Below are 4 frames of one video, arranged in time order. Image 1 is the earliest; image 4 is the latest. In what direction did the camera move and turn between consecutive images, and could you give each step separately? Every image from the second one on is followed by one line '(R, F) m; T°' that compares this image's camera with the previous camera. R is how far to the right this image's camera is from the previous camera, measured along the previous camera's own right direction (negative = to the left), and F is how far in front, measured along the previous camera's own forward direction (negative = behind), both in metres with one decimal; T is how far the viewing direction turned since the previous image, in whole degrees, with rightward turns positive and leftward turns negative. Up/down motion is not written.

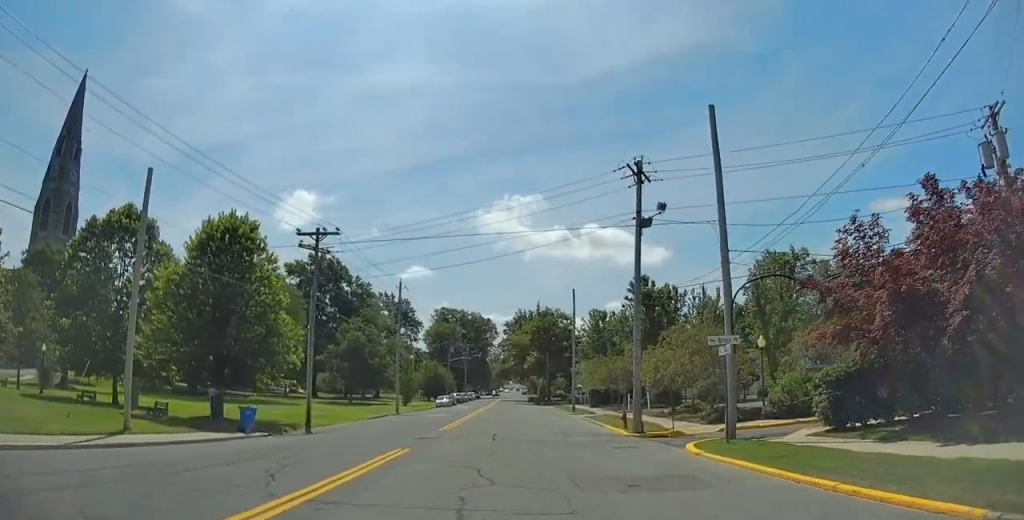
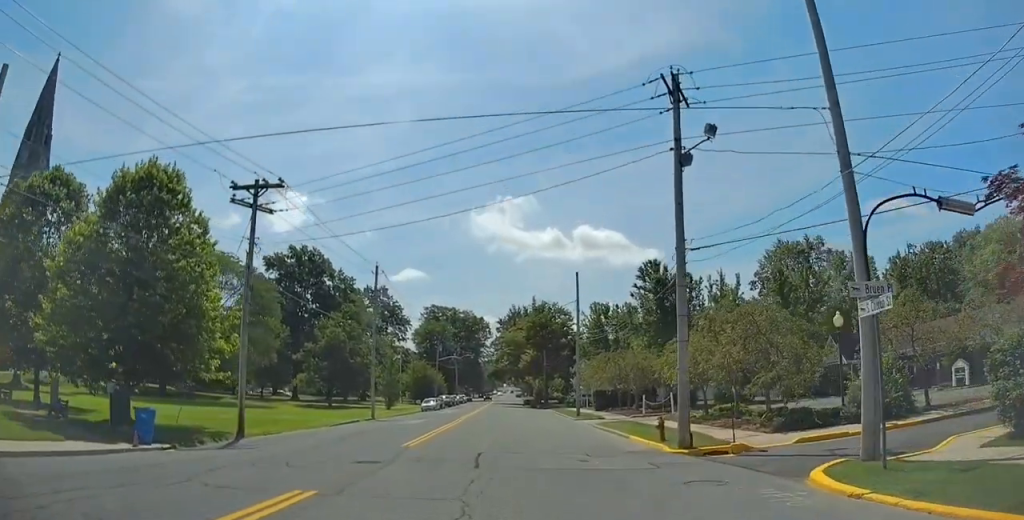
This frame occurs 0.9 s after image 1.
(-0.5, +8.2) m; 0°
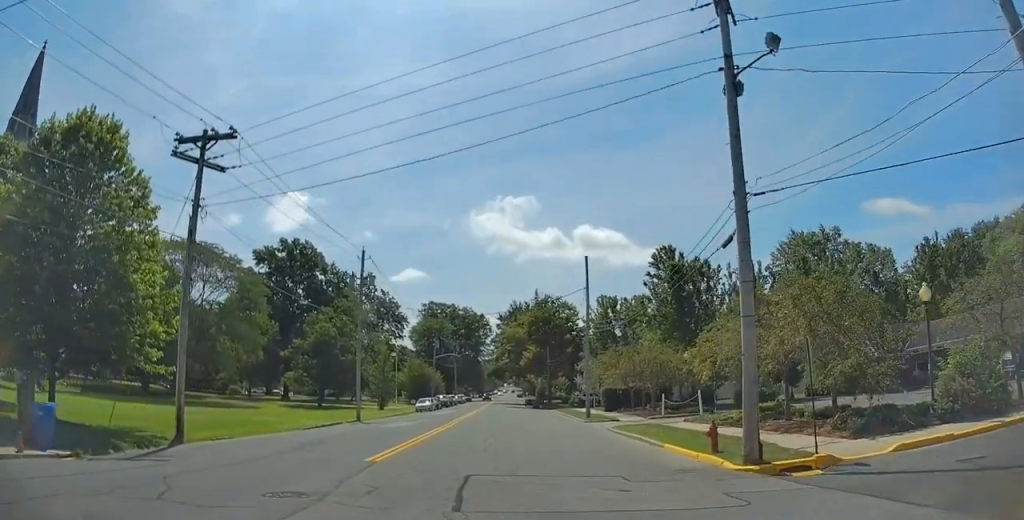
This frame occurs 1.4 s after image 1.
(+0.3, +5.3) m; +1°
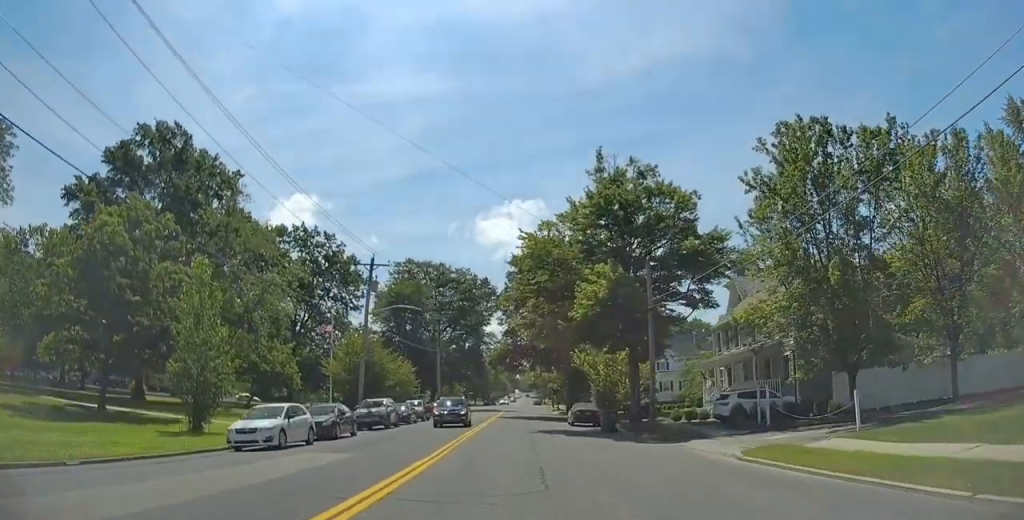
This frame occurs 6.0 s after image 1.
(0.0, +49.4) m; -1°
